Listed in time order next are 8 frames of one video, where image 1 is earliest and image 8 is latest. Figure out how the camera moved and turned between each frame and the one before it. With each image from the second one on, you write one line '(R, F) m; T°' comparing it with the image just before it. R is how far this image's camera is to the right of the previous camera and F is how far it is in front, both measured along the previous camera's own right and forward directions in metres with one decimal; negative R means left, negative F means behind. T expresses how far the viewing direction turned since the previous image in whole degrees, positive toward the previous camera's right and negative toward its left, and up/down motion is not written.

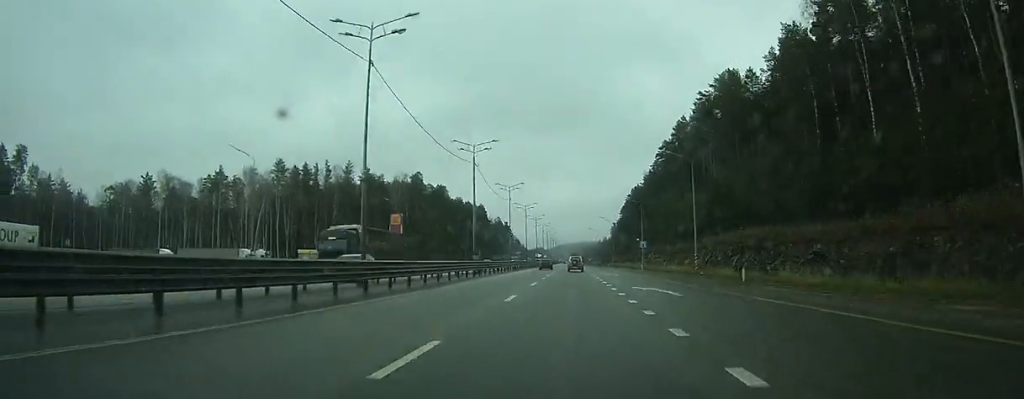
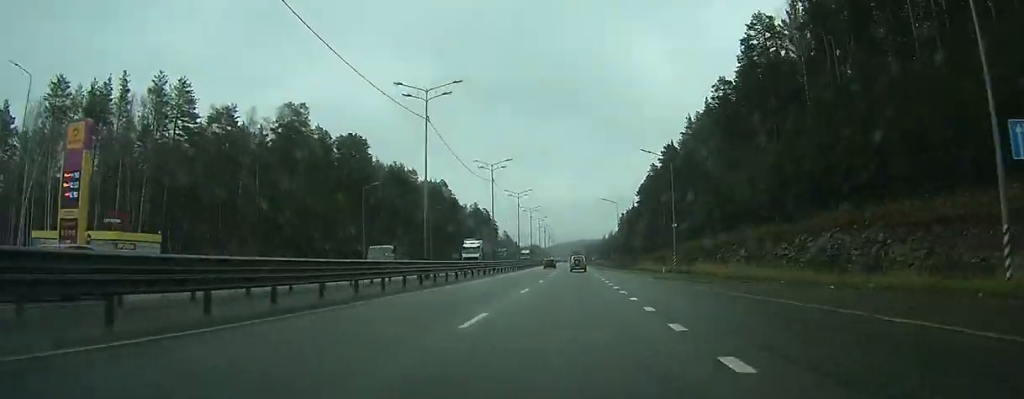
(+0.3, +79.8) m; 0°
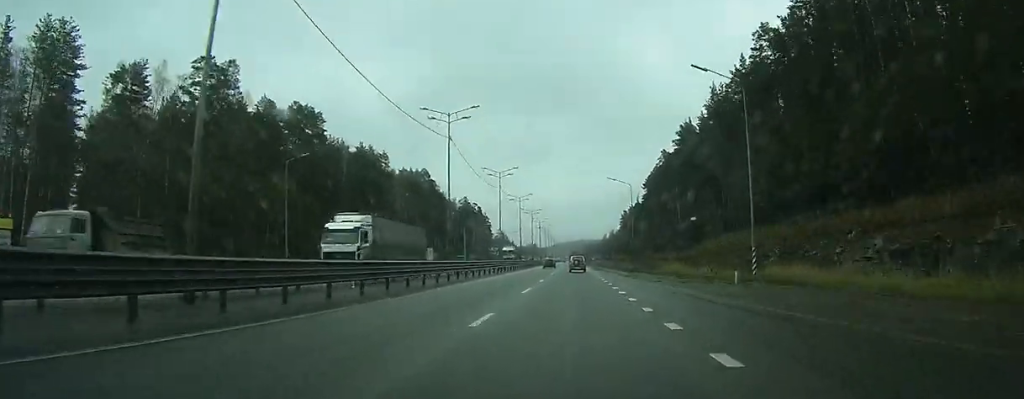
(0.0, +23.5) m; 0°
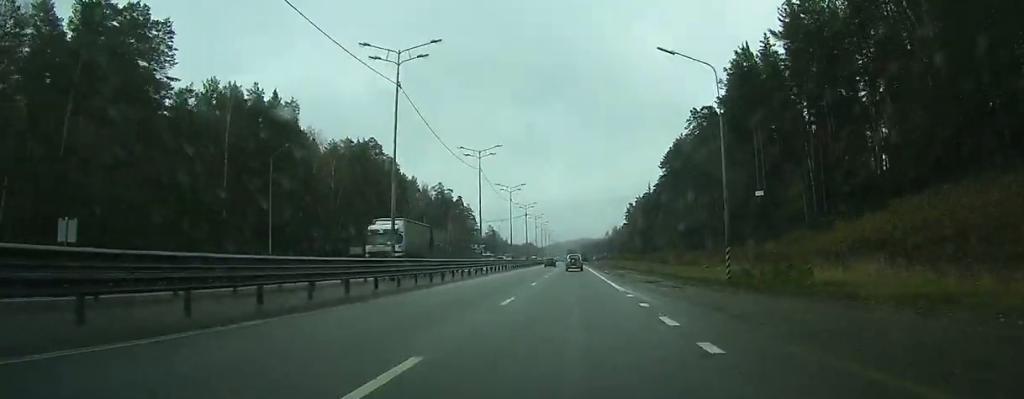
(0.0, +43.3) m; 0°
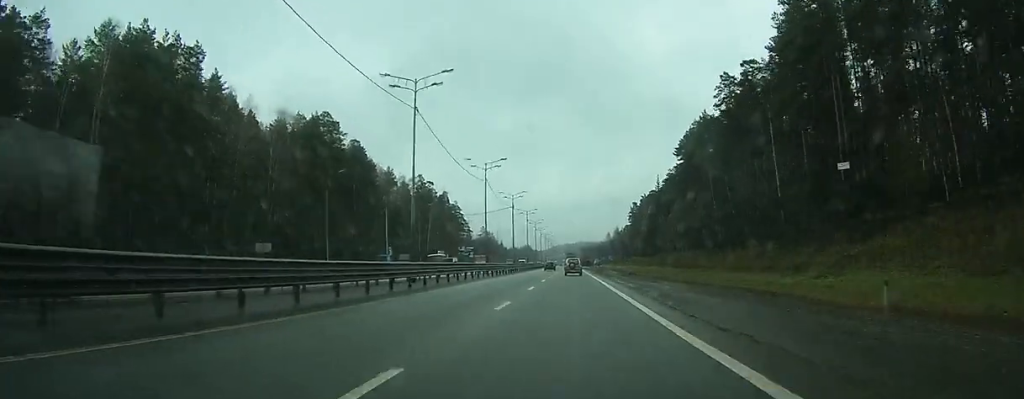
(0.0, +24.7) m; 0°
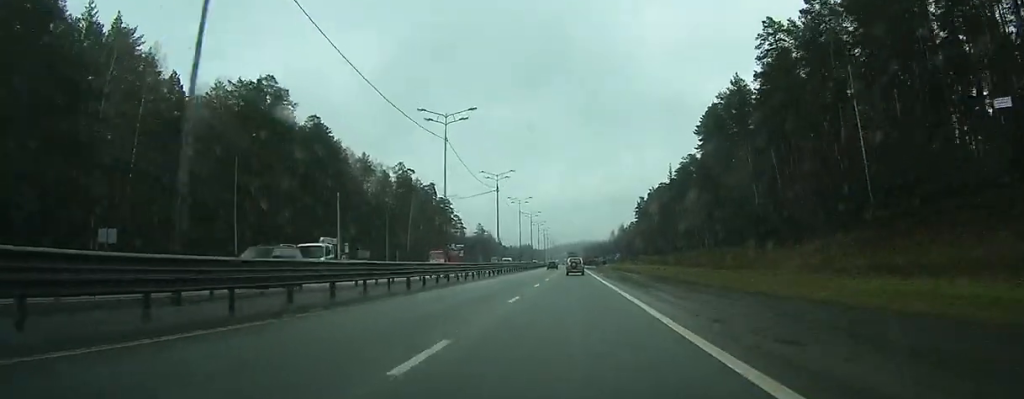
(0.0, +21.4) m; 0°
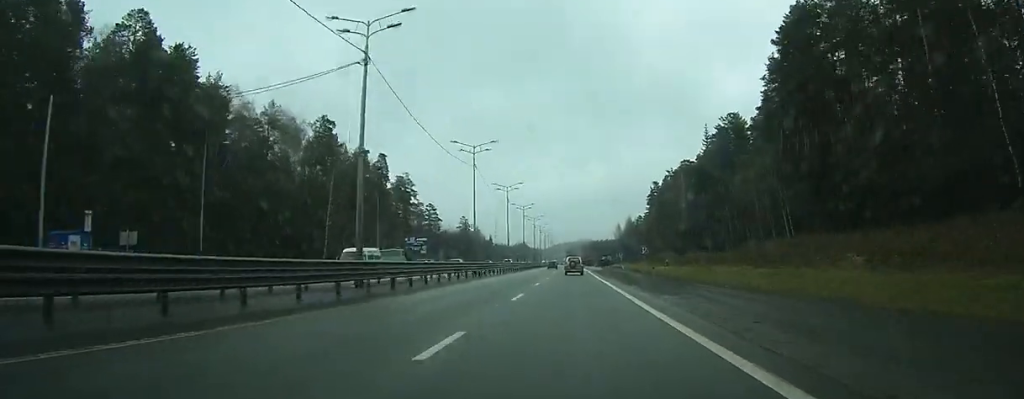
(+0.1, +47.2) m; 0°
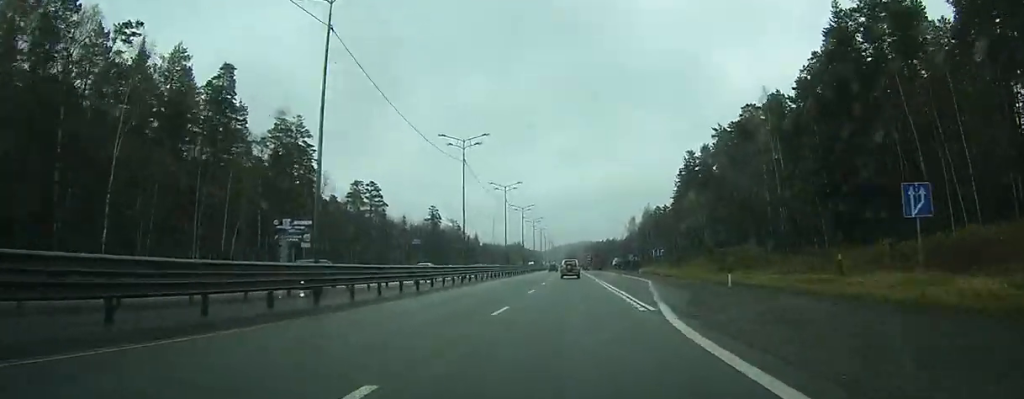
(-0.3, +64.1) m; -1°
